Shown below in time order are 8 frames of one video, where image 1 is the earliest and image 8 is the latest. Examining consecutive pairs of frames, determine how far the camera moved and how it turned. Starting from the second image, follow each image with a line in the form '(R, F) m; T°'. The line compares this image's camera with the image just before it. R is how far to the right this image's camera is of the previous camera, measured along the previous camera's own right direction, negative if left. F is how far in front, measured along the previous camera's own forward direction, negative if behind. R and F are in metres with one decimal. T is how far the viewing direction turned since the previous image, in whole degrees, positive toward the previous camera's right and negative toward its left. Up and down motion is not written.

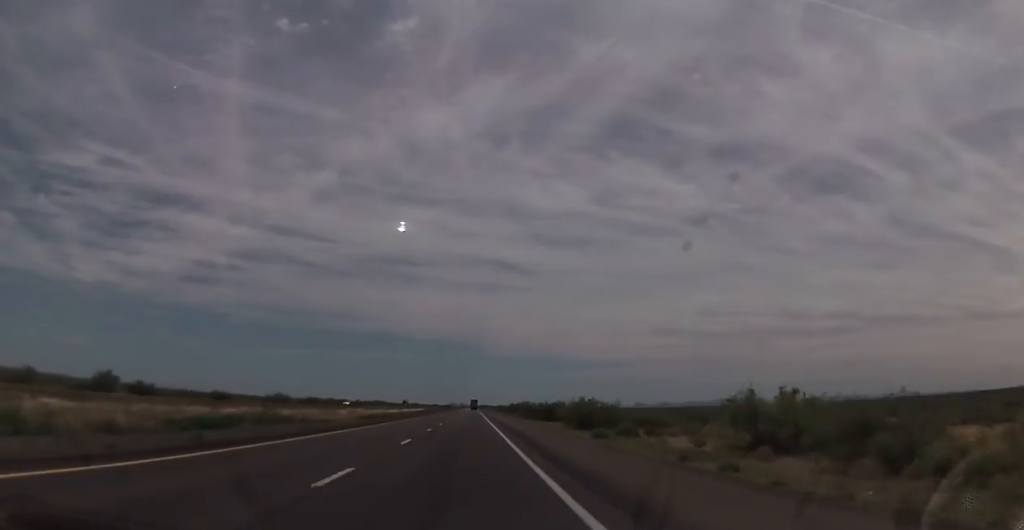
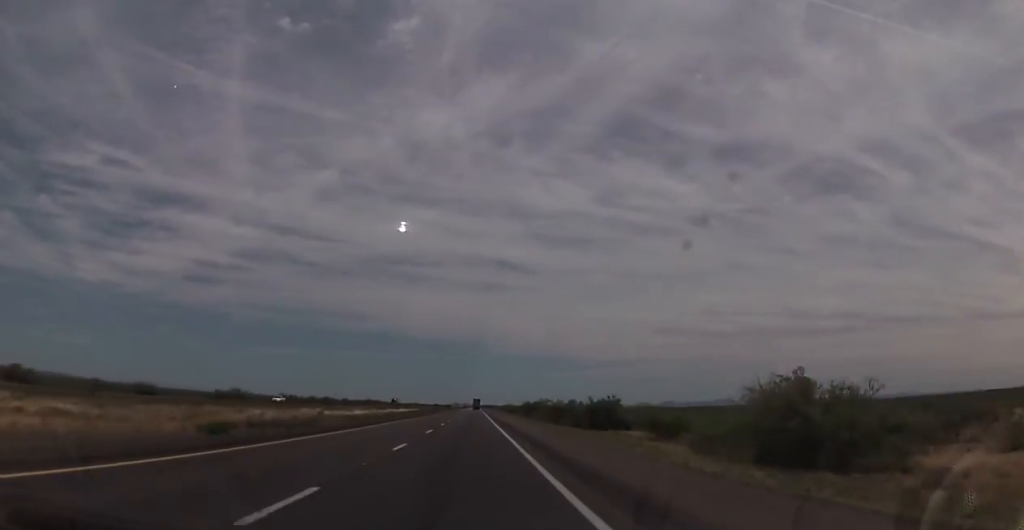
(0.0, +39.8) m; 0°
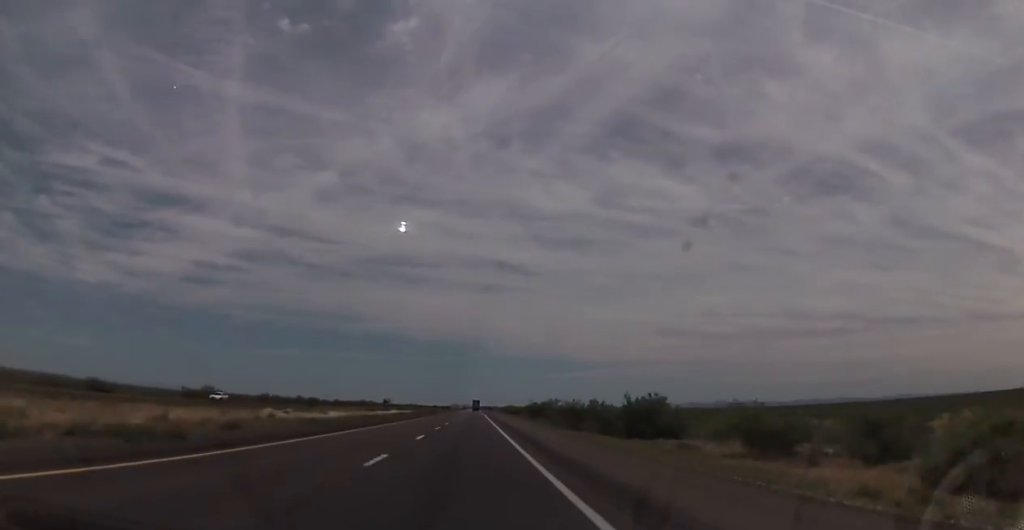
(0.0, +16.9) m; 0°
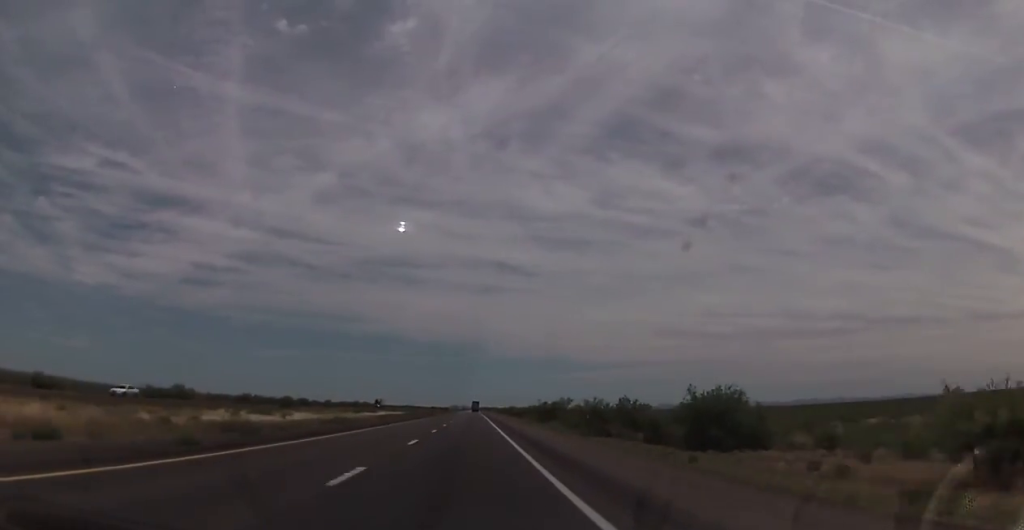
(0.0, +15.7) m; 0°
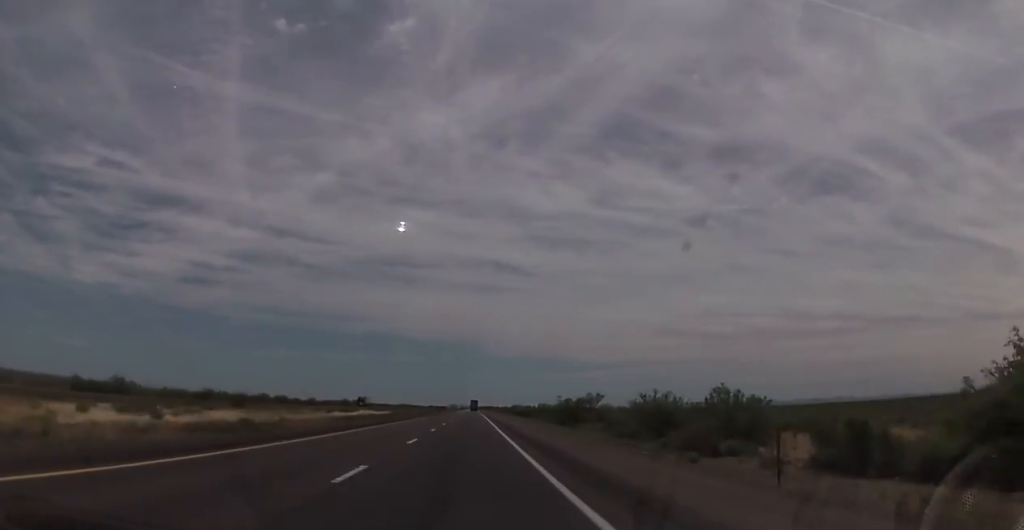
(0.0, +24.1) m; 0°
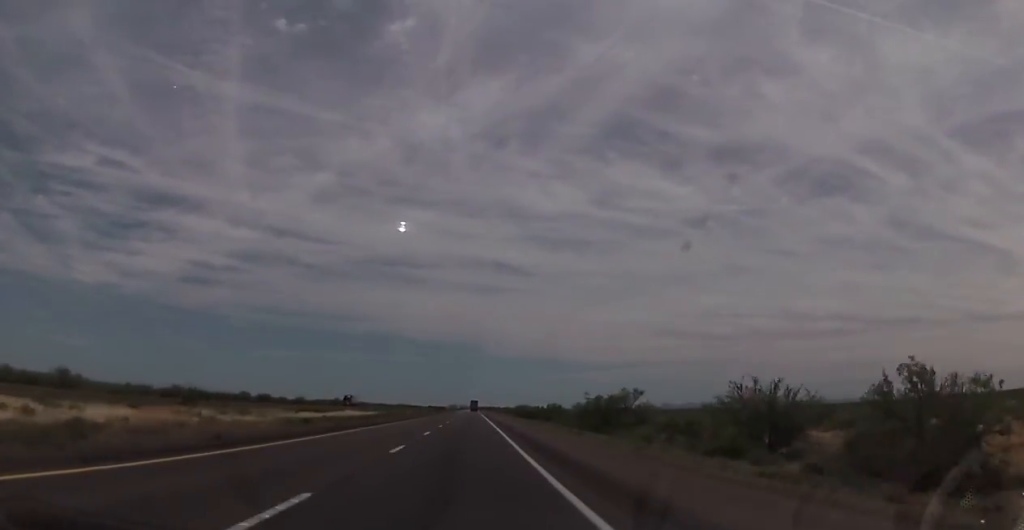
(0.0, +16.9) m; 0°
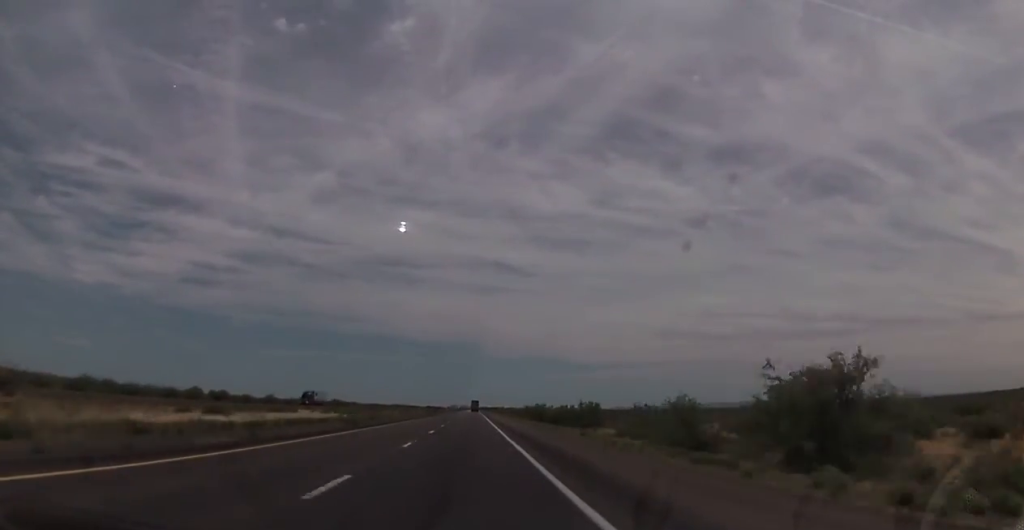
(0.0, +33.8) m; 0°
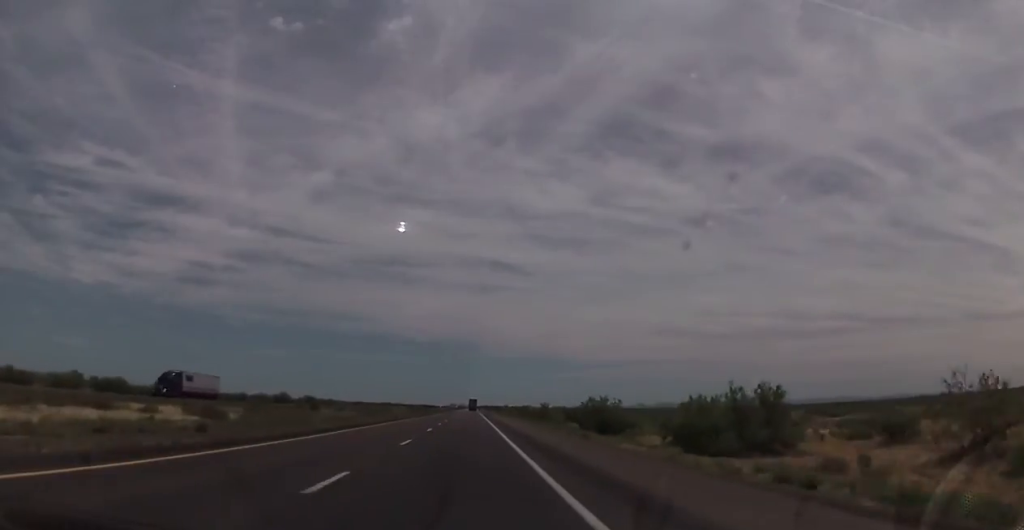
(+0.1, +48.2) m; 0°
